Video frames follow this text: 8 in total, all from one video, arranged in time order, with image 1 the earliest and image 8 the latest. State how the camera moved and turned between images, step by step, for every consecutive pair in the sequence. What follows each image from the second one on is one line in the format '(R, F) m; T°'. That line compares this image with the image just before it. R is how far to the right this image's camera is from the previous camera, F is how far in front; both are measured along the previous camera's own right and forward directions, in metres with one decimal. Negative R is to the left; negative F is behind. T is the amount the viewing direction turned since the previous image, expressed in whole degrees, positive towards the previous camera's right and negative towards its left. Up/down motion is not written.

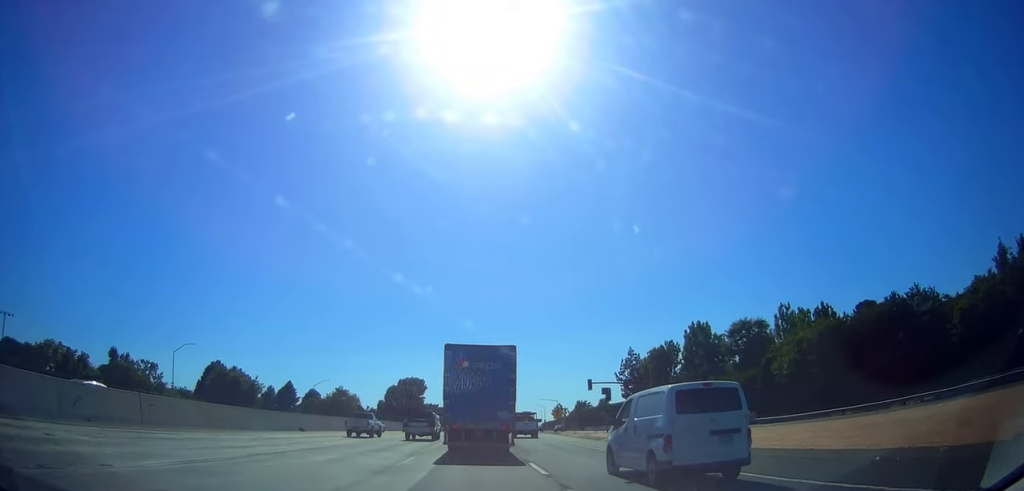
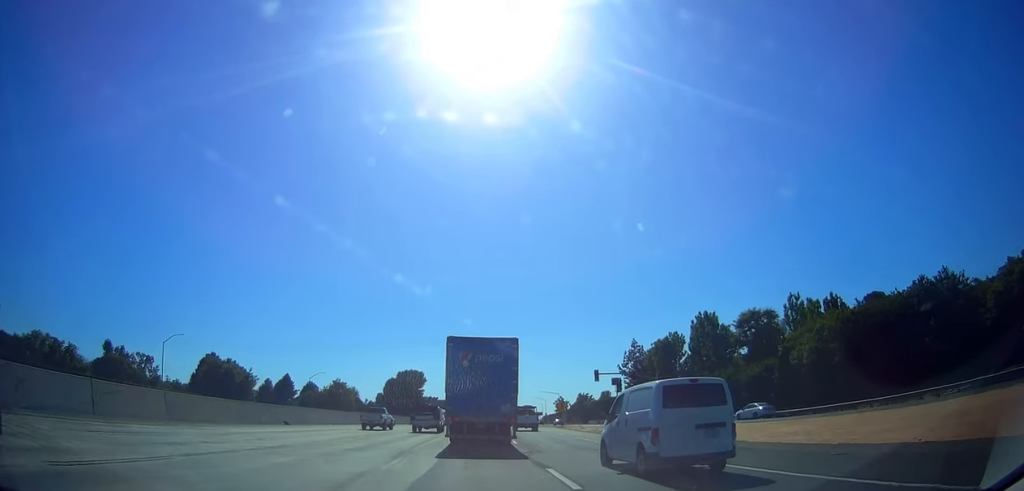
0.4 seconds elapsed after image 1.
(-0.3, +3.7) m; 0°
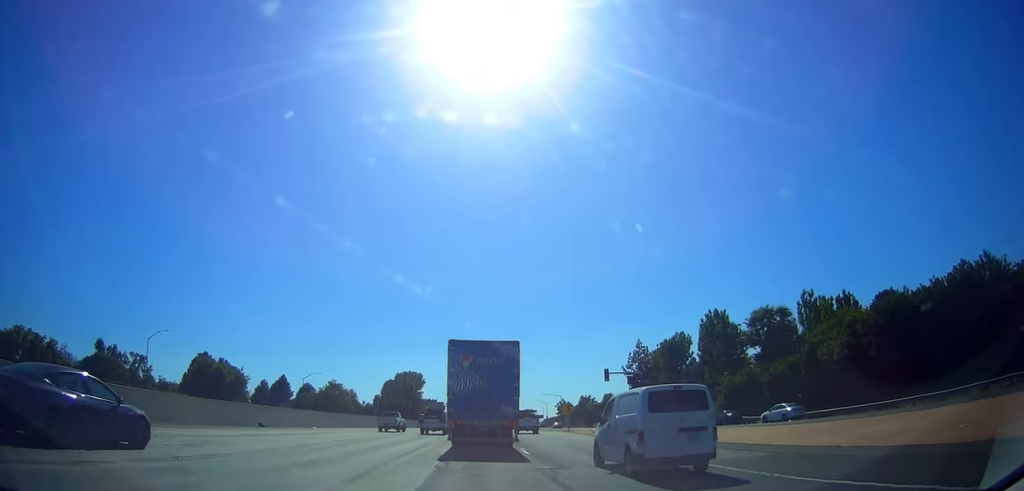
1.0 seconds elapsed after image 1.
(-0.4, +4.8) m; 0°
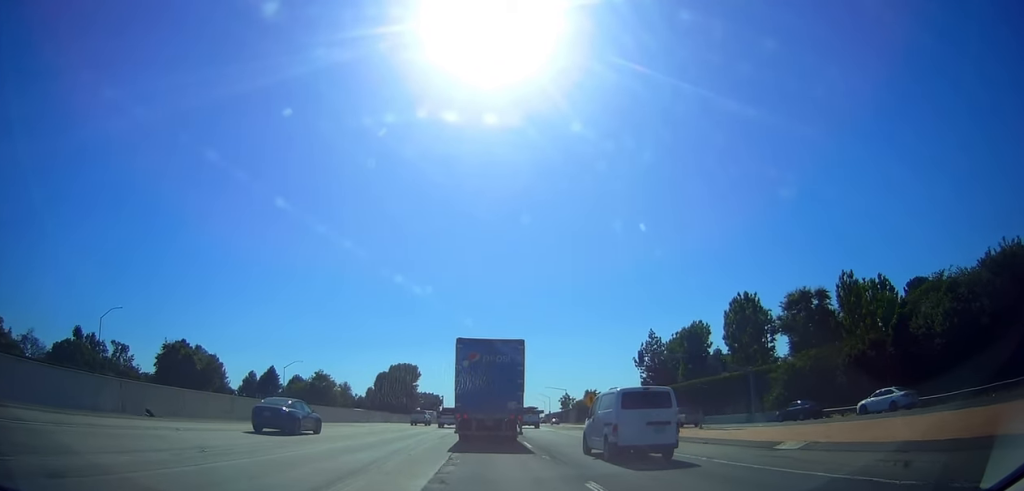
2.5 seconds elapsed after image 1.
(+1.2, +13.0) m; +6°
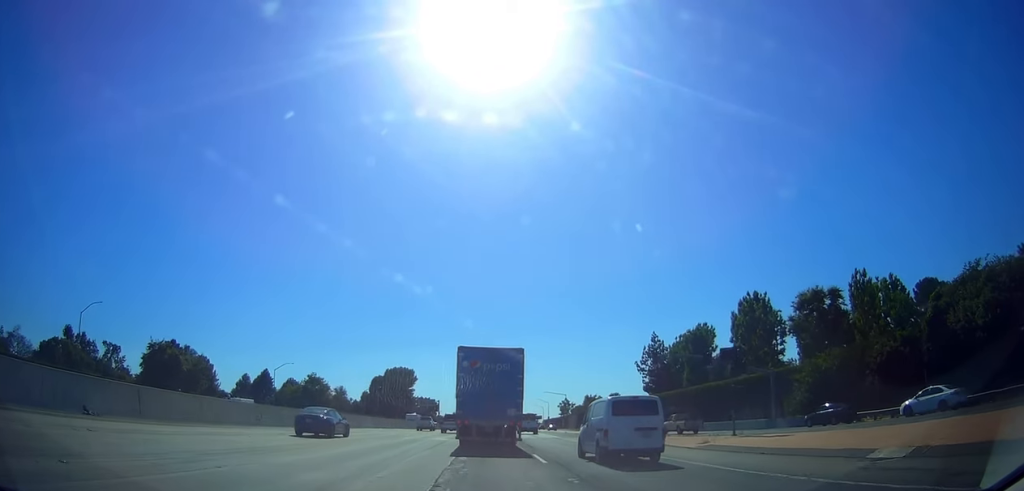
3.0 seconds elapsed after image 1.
(0.0, +4.5) m; 0°
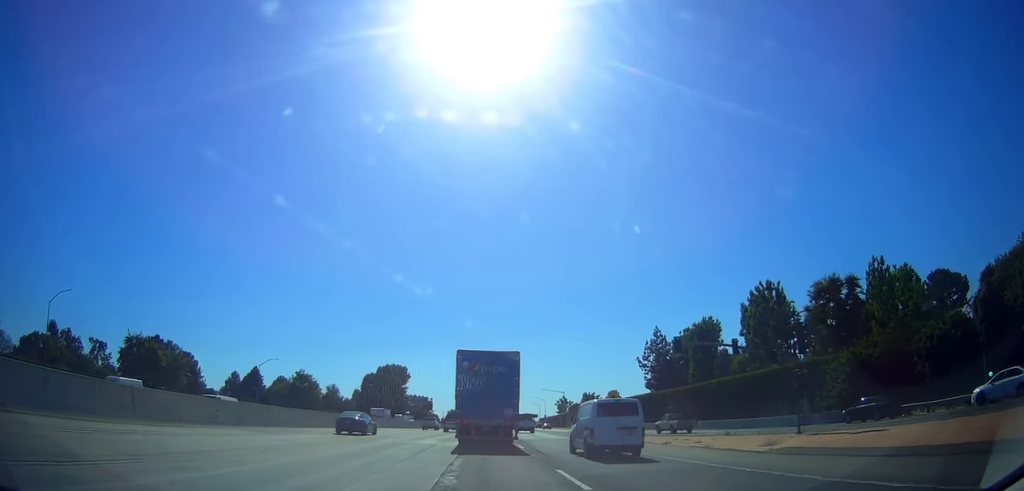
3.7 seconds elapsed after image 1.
(0.0, +6.4) m; 0°
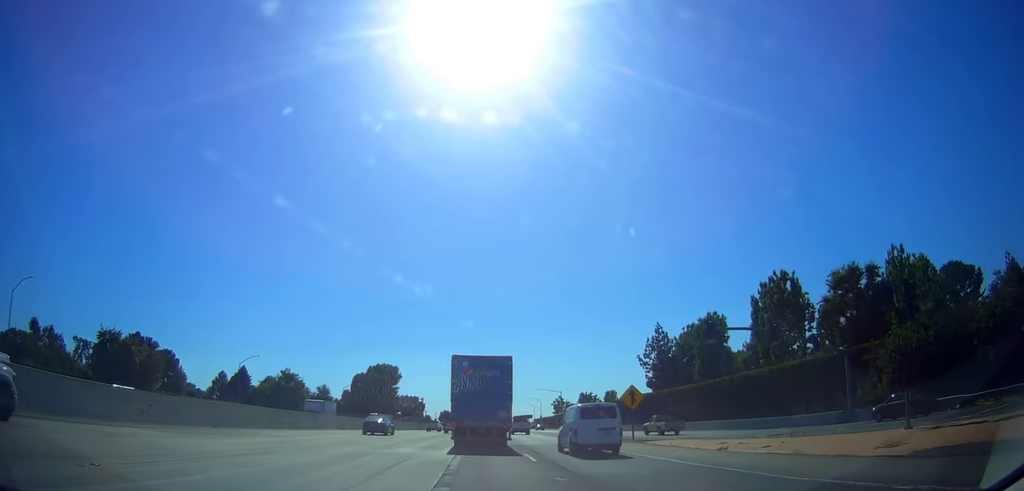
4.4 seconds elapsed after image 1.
(0.0, +6.7) m; 0°
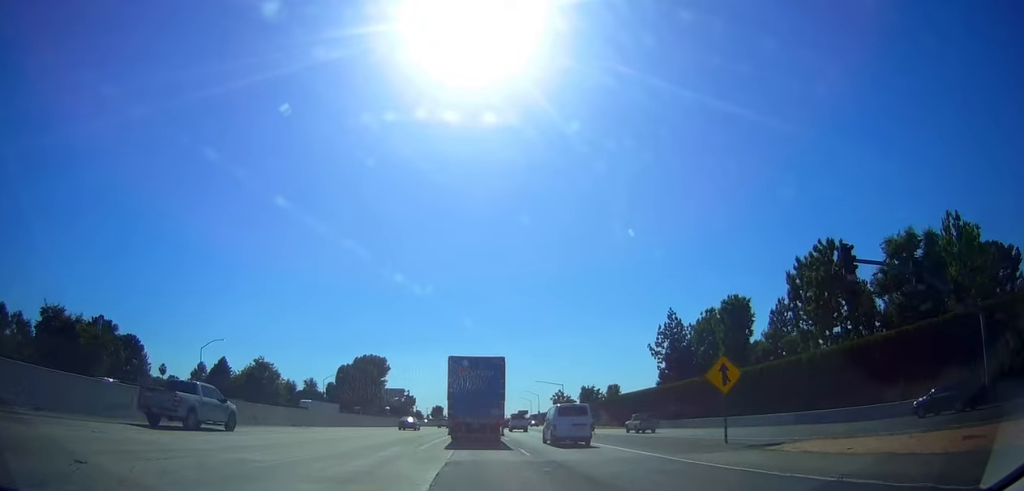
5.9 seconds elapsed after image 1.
(0.0, +13.6) m; 0°
